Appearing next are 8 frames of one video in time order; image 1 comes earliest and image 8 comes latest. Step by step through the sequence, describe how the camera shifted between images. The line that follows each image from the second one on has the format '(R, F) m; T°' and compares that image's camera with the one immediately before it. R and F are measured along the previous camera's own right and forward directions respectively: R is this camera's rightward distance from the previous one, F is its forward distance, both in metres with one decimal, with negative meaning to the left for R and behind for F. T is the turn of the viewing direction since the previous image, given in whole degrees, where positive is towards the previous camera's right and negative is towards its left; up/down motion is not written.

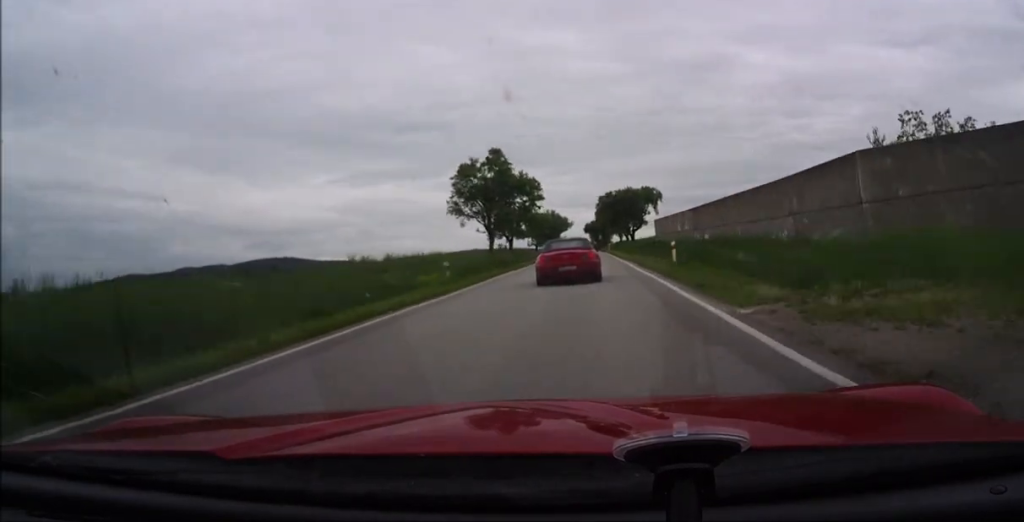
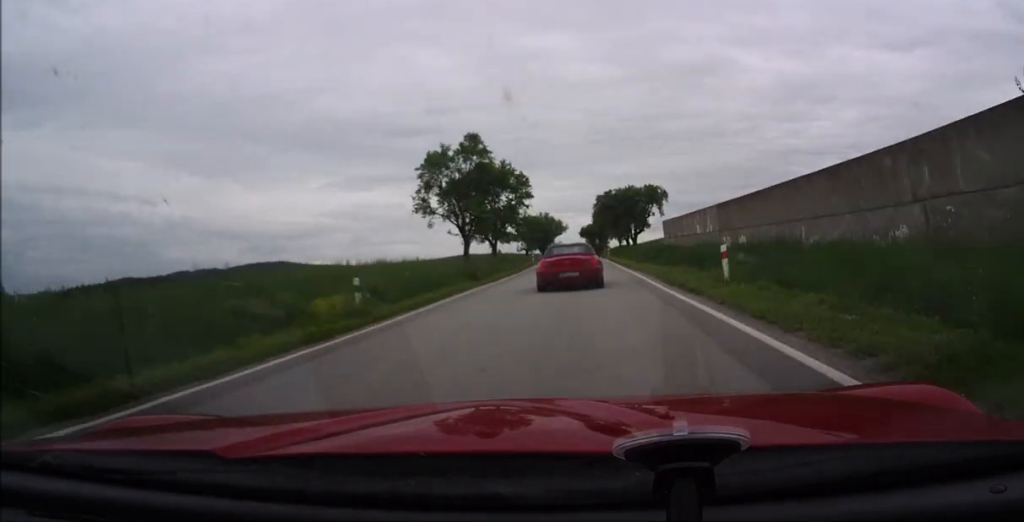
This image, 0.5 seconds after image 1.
(+0.1, +8.7) m; +1°
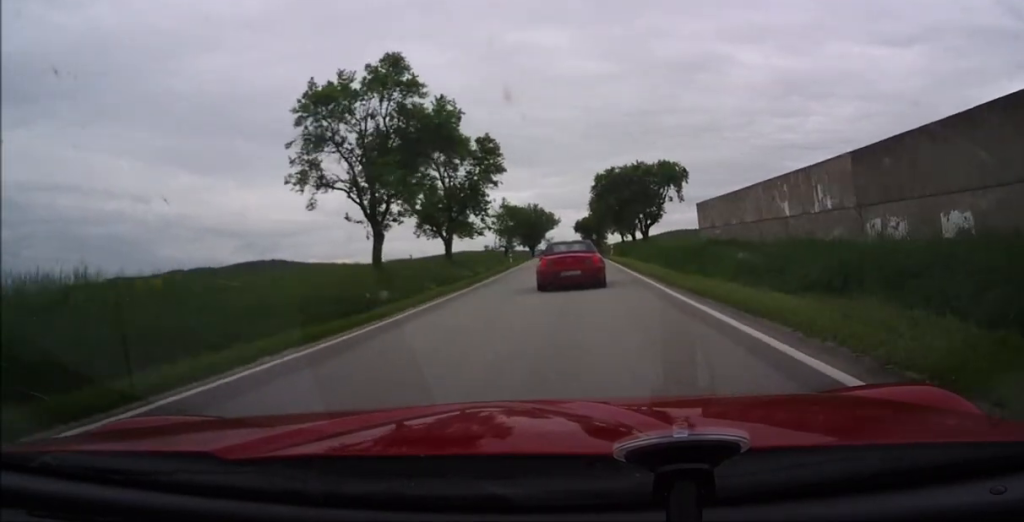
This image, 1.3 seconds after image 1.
(0.0, +16.1) m; 0°
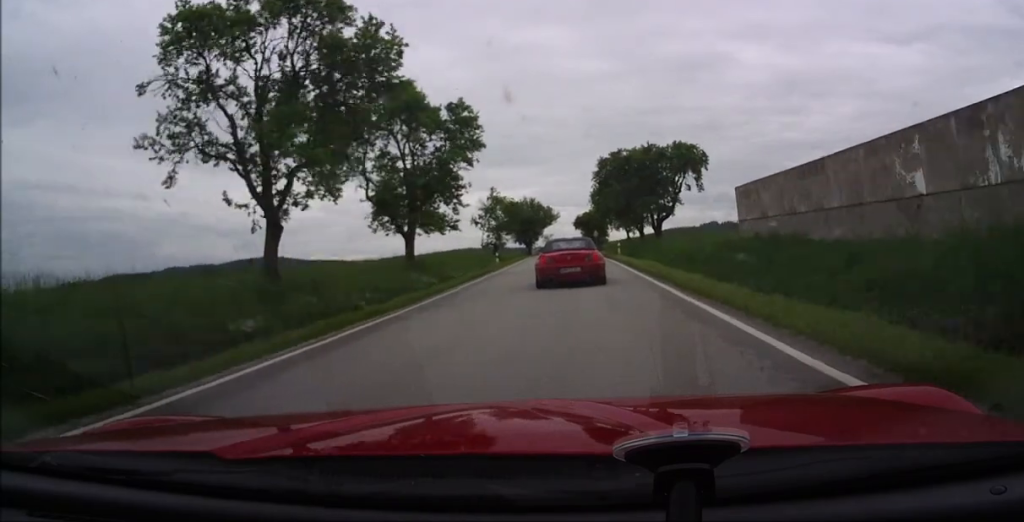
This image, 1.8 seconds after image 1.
(0.0, +8.1) m; 0°
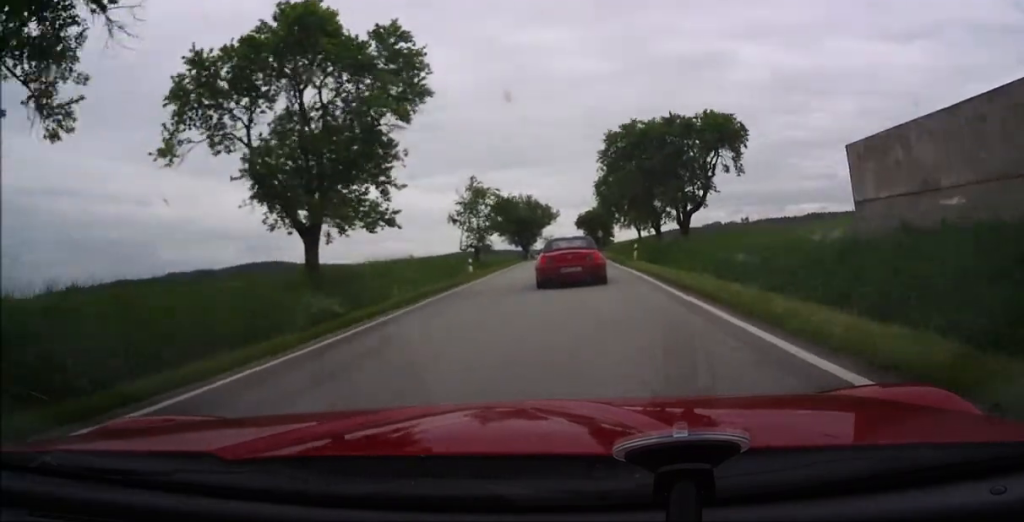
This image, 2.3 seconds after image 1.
(0.0, +10.6) m; 0°
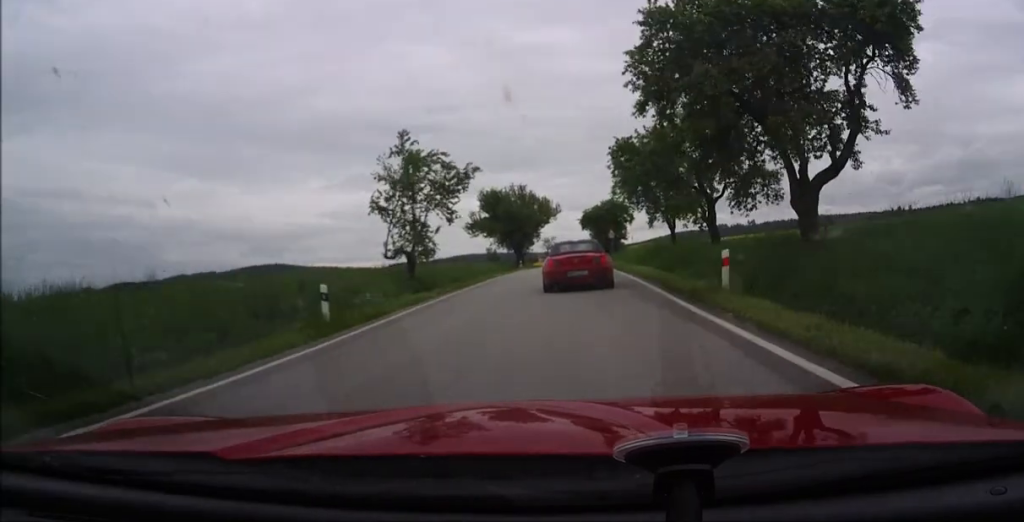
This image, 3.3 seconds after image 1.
(0.0, +18.1) m; 0°
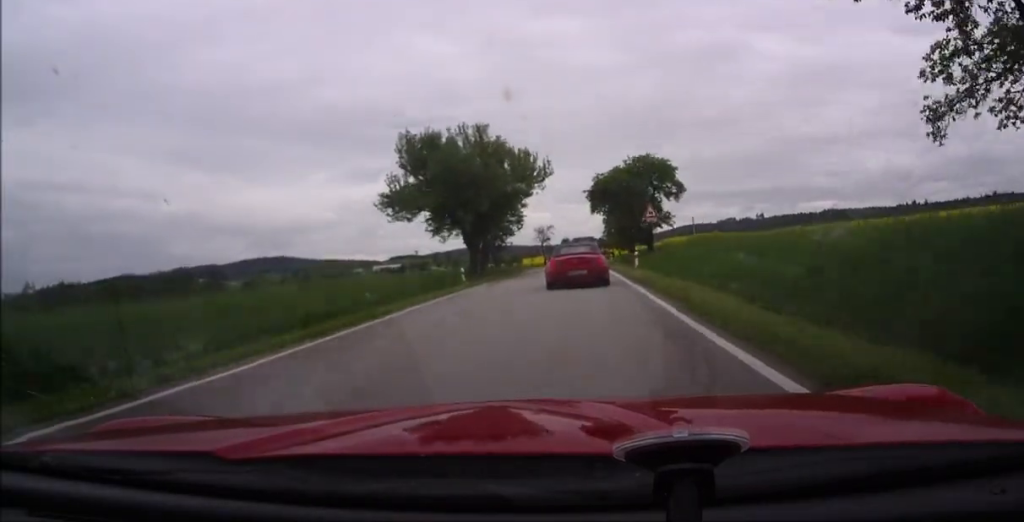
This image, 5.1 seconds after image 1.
(0.0, +33.6) m; 0°
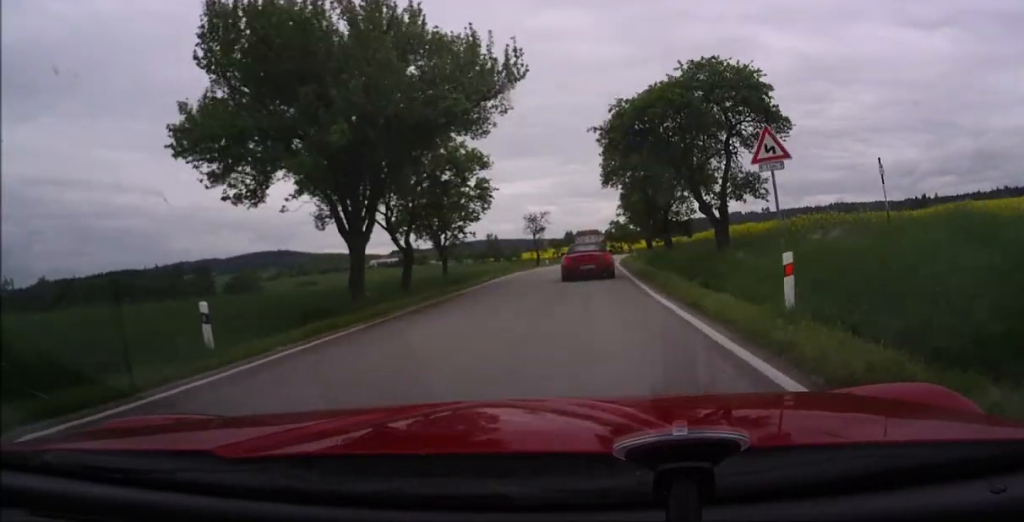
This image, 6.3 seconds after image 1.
(0.0, +21.0) m; 0°
